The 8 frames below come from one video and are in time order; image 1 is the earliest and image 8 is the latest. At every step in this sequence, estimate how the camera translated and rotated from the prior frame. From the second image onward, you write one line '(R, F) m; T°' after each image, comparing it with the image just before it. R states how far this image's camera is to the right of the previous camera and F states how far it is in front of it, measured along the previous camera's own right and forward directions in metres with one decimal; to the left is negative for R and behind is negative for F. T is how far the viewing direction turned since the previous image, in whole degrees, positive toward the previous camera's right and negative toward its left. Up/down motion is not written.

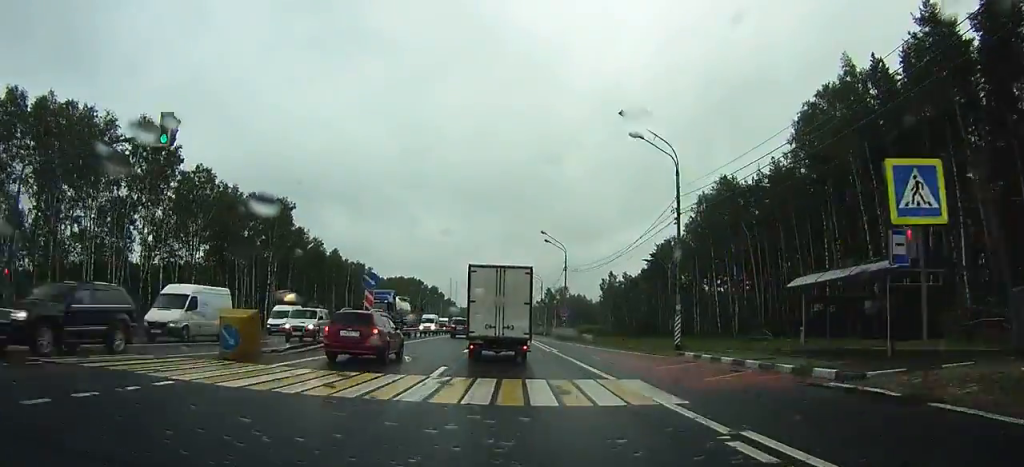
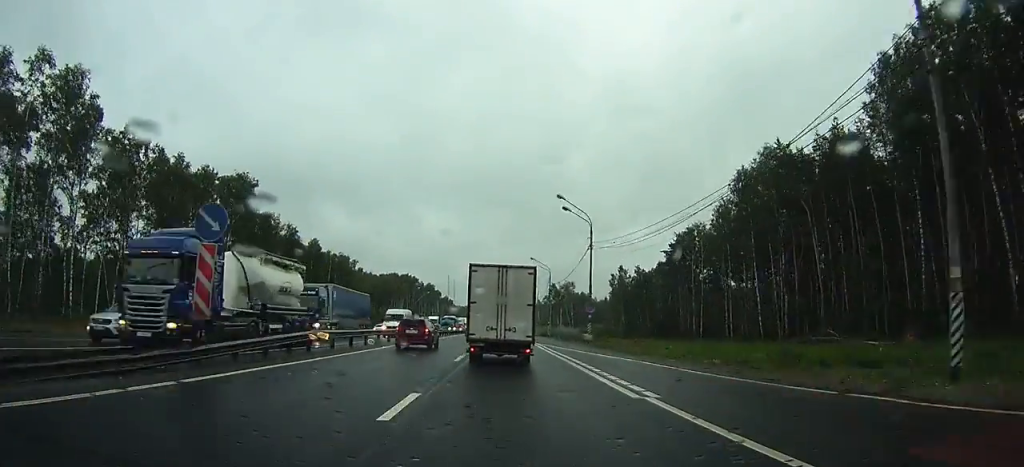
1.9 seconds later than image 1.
(+0.1, +16.5) m; 0°
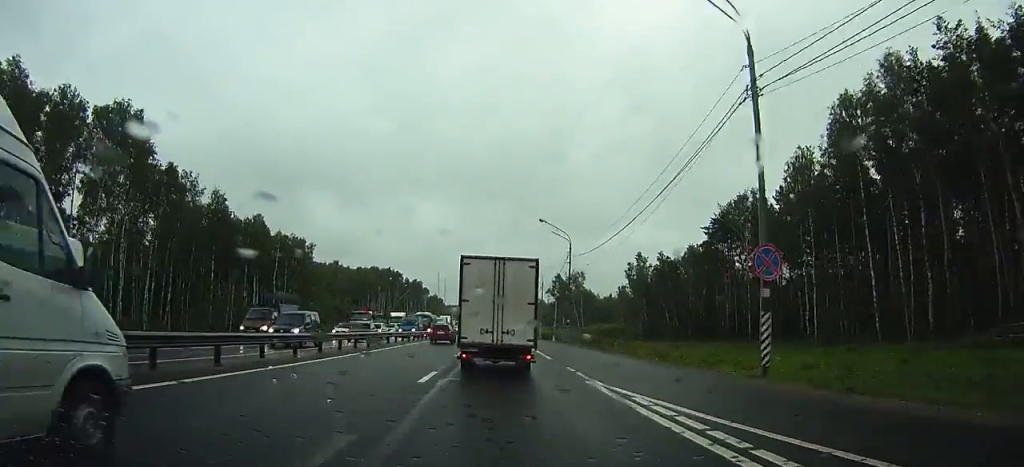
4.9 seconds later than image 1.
(-0.6, +29.8) m; -2°
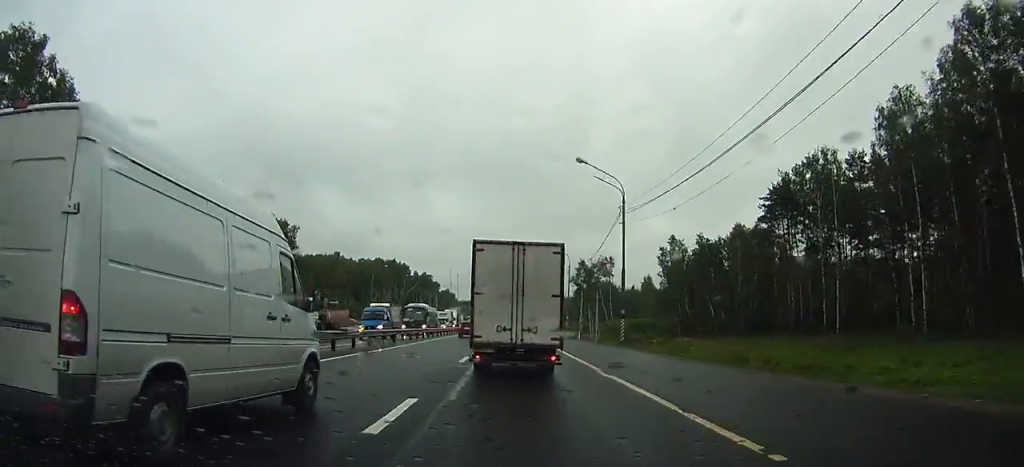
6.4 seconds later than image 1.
(0.0, +18.0) m; 0°
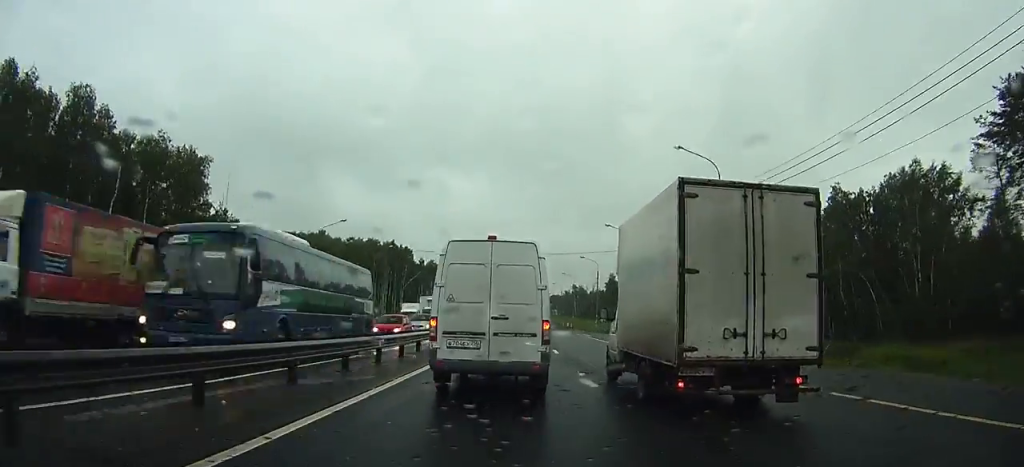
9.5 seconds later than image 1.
(0.0, +41.6) m; 0°
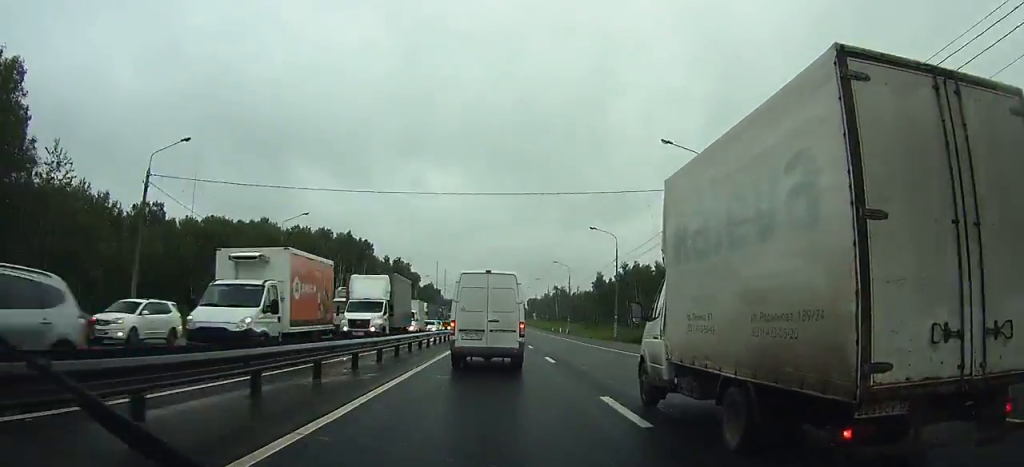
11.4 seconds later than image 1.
(0.0, +27.5) m; 0°
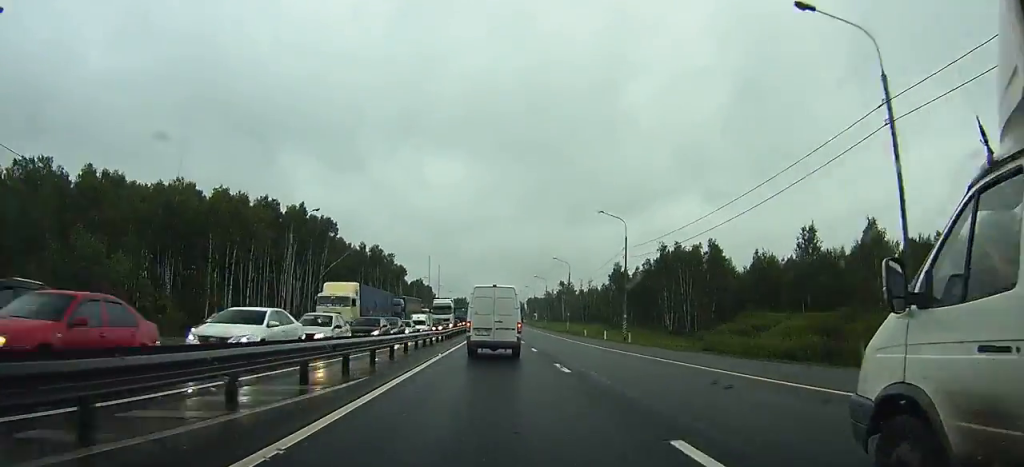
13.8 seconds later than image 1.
(+0.4, +38.4) m; +1°
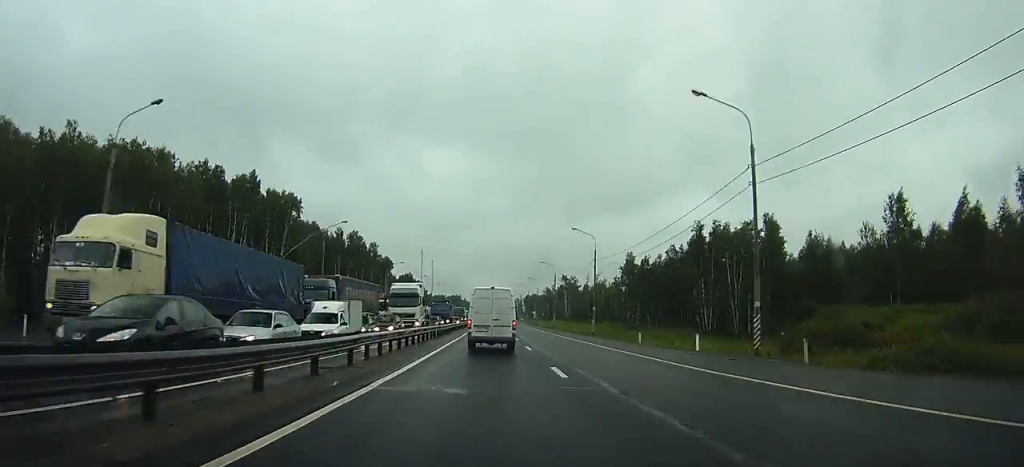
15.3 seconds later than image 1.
(+0.2, +24.9) m; +1°
